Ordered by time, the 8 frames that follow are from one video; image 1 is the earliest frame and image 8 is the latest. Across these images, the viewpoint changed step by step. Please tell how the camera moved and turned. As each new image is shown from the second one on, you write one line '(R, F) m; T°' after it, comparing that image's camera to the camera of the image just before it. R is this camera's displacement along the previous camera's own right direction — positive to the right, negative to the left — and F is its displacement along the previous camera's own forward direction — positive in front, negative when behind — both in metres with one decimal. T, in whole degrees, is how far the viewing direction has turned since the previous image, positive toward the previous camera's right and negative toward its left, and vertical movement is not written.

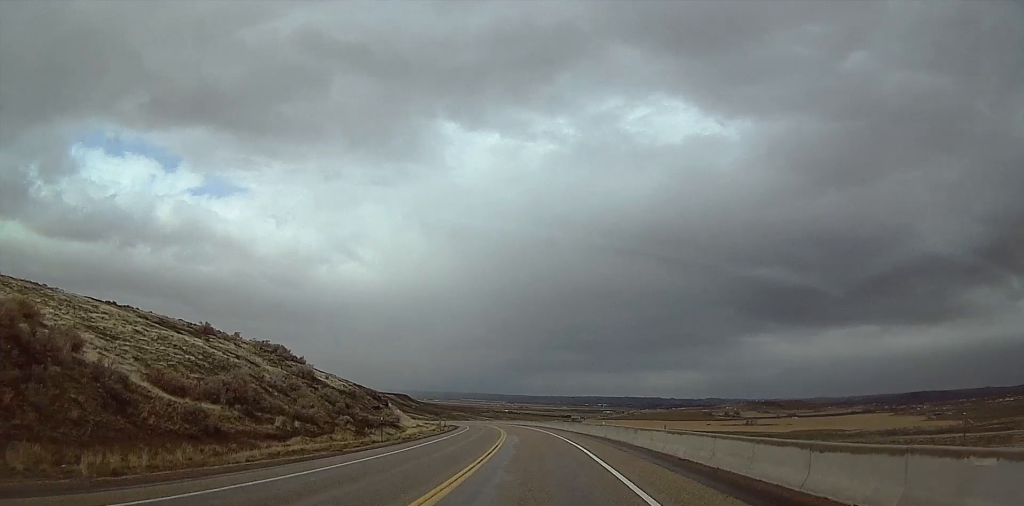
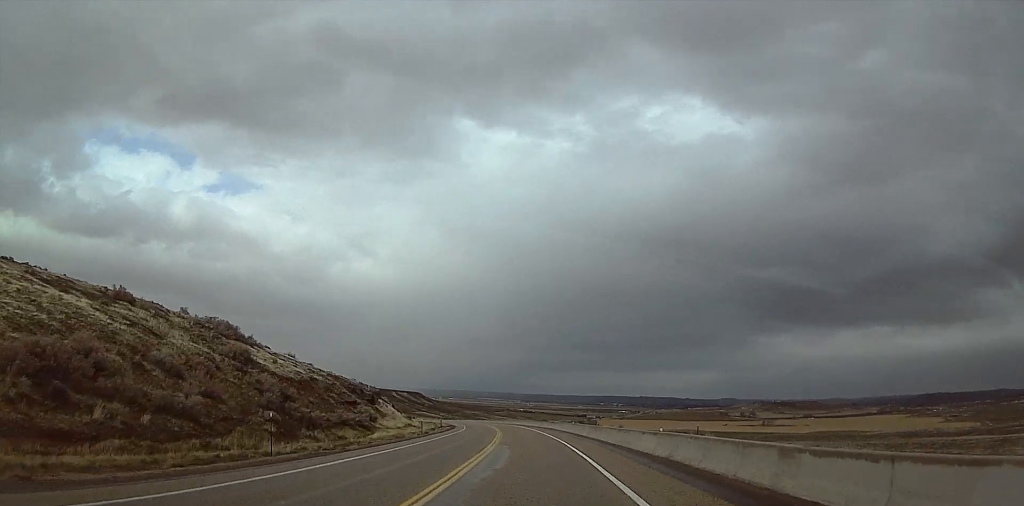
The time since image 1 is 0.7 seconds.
(0.0, +17.9) m; 0°
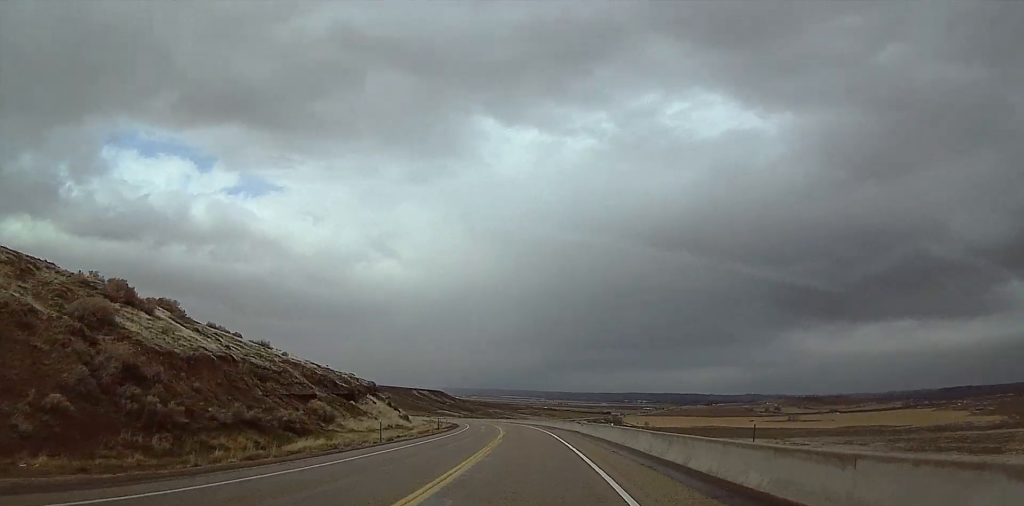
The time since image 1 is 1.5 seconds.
(0.0, +20.4) m; 0°
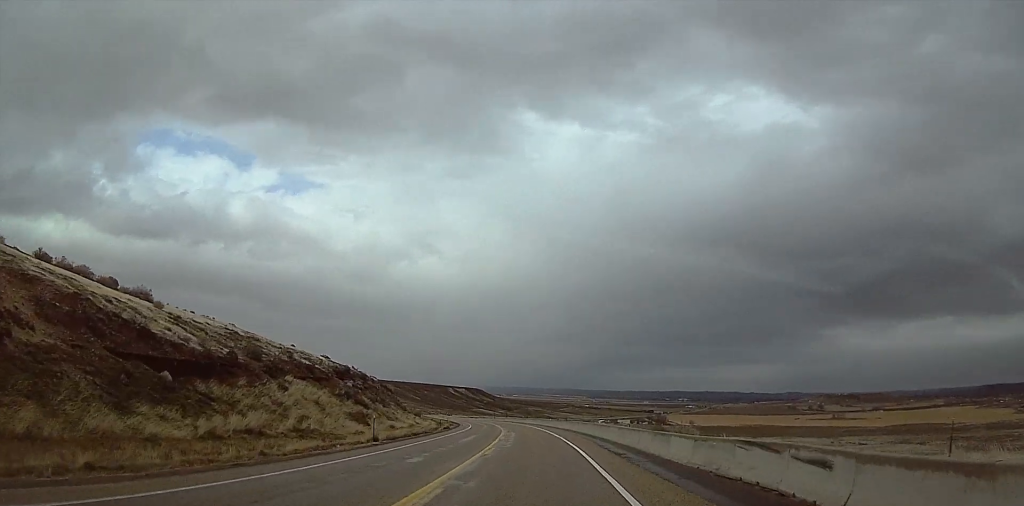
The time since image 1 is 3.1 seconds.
(0.0, +41.8) m; 0°
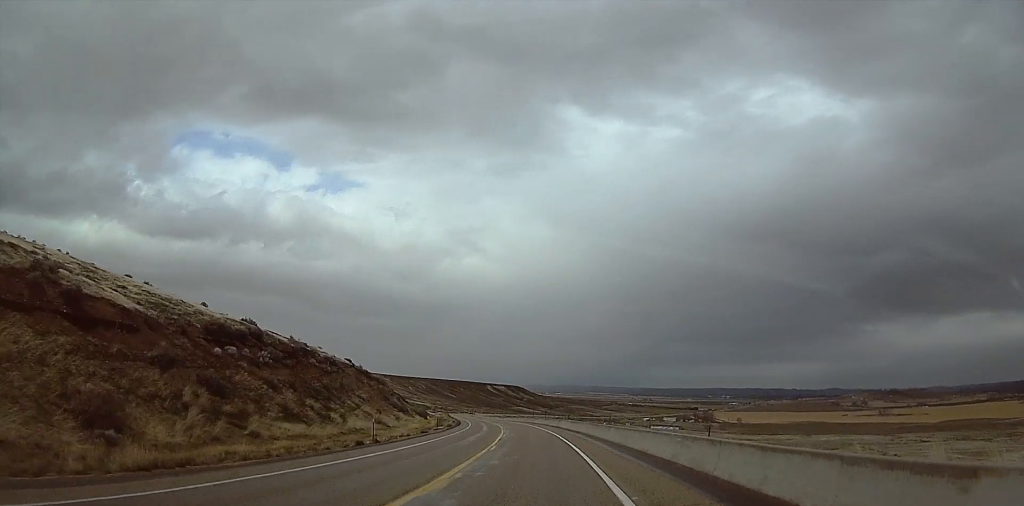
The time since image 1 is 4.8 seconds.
(0.0, +42.0) m; 0°
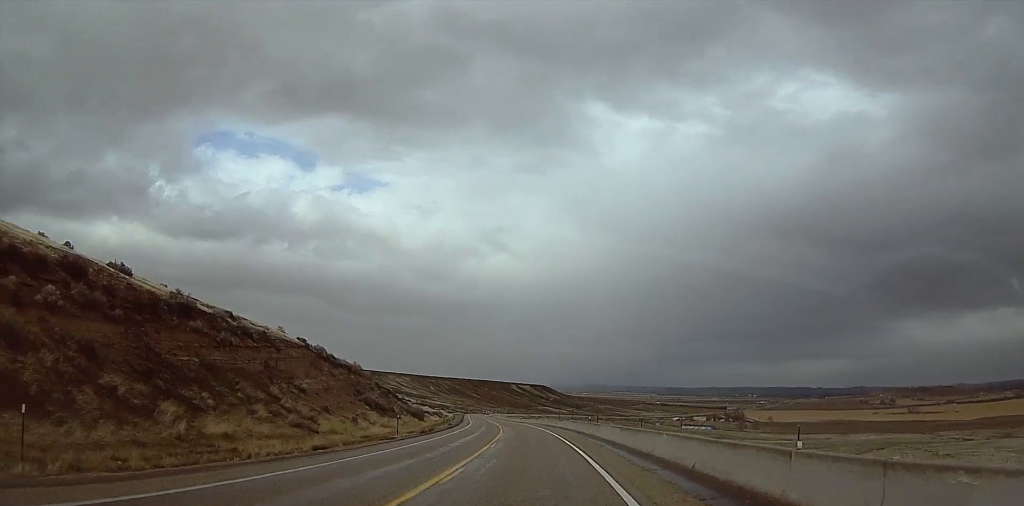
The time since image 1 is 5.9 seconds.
(0.0, +28.5) m; 0°
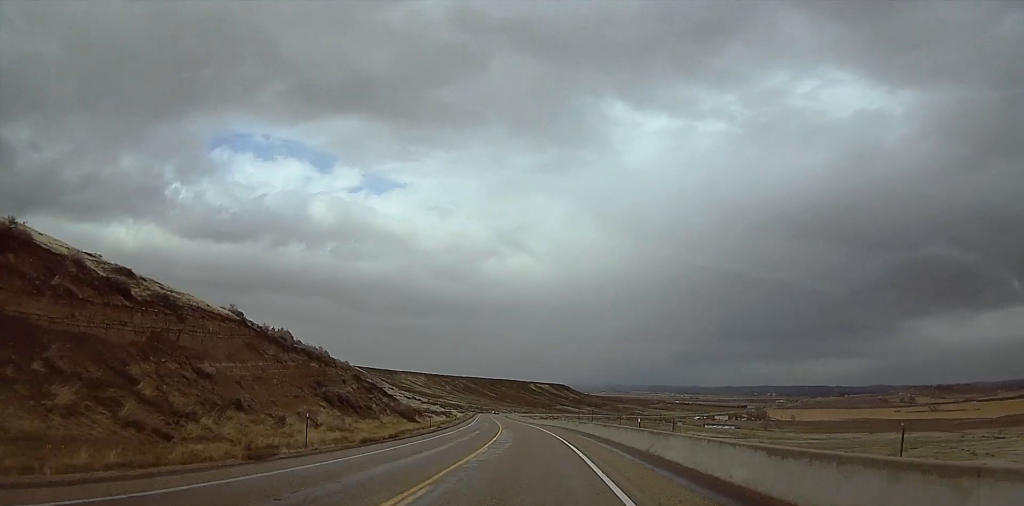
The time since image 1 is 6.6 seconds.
(0.0, +19.9) m; 0°
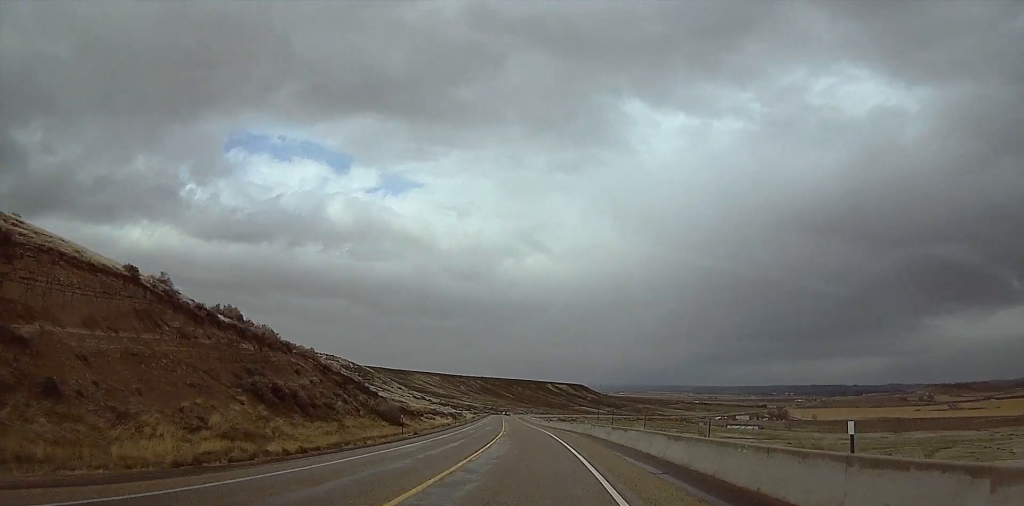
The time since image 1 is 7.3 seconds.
(0.0, +18.3) m; 0°
